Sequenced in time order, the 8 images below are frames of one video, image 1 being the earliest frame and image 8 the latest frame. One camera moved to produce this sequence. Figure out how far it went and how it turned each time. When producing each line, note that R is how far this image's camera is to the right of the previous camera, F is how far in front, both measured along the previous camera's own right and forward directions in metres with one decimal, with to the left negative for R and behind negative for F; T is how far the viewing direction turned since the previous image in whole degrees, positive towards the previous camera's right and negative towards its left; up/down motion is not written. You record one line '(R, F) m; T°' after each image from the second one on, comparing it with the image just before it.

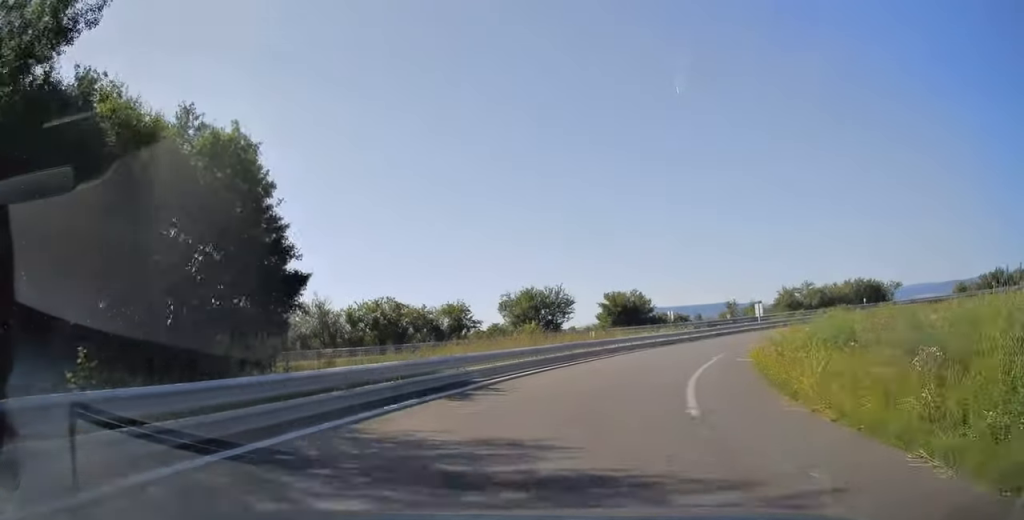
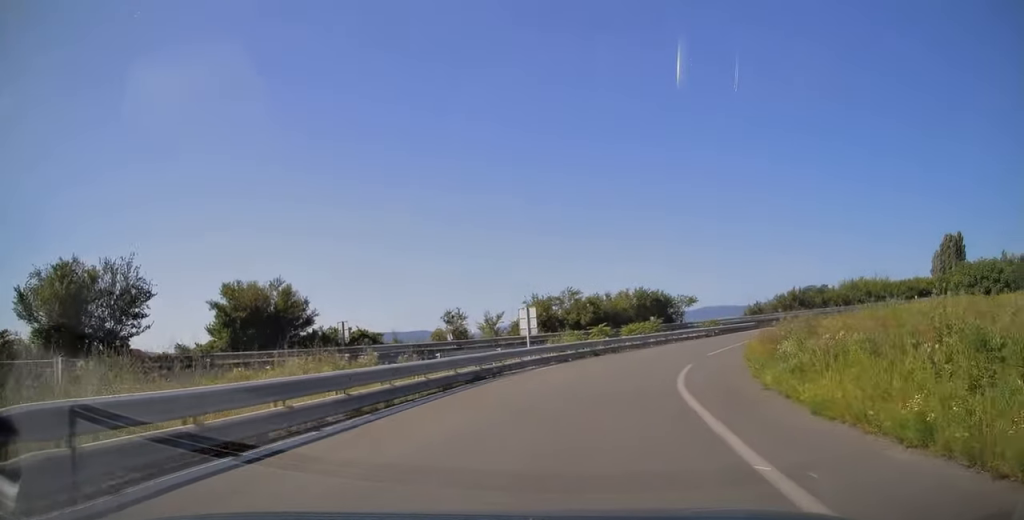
(+7.0, +31.0) m; +26°
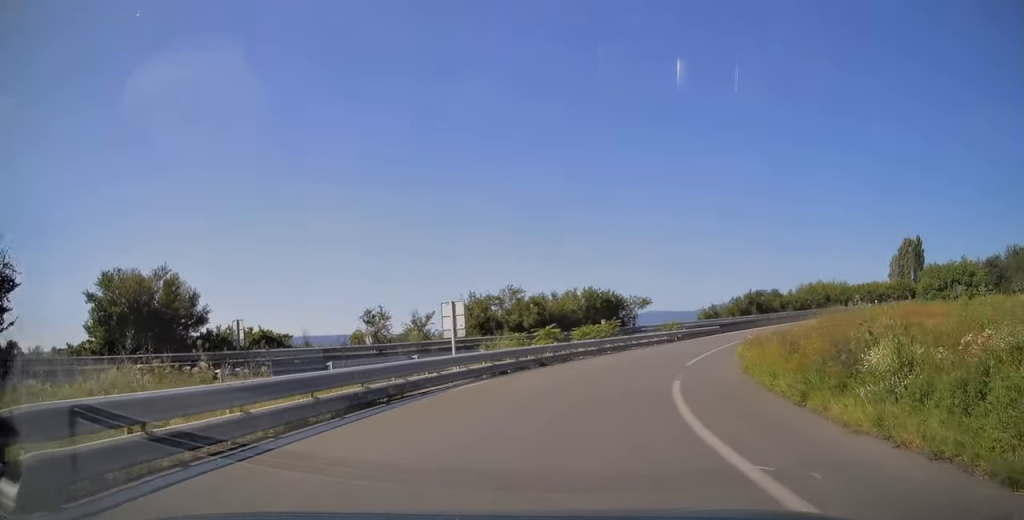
(+0.2, +6.5) m; +5°
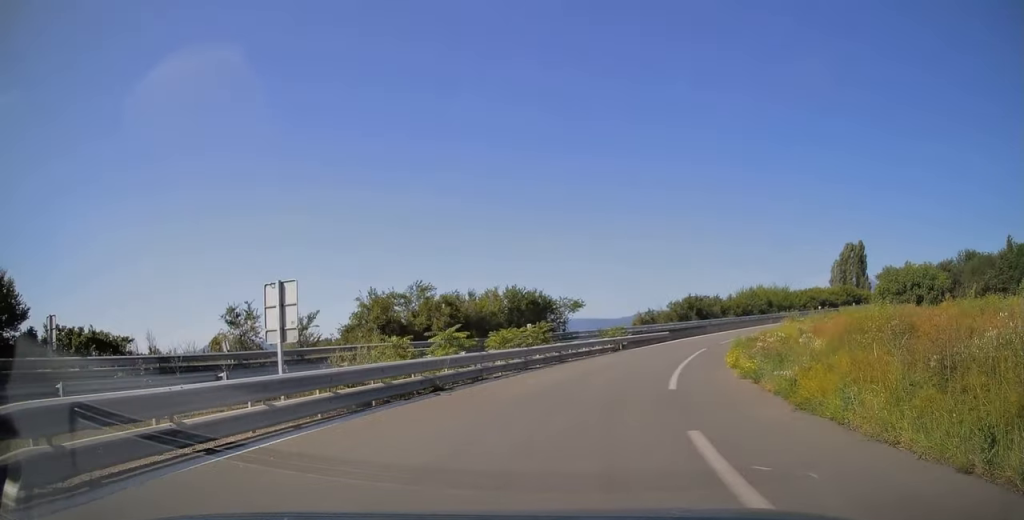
(+0.7, +8.7) m; +7°
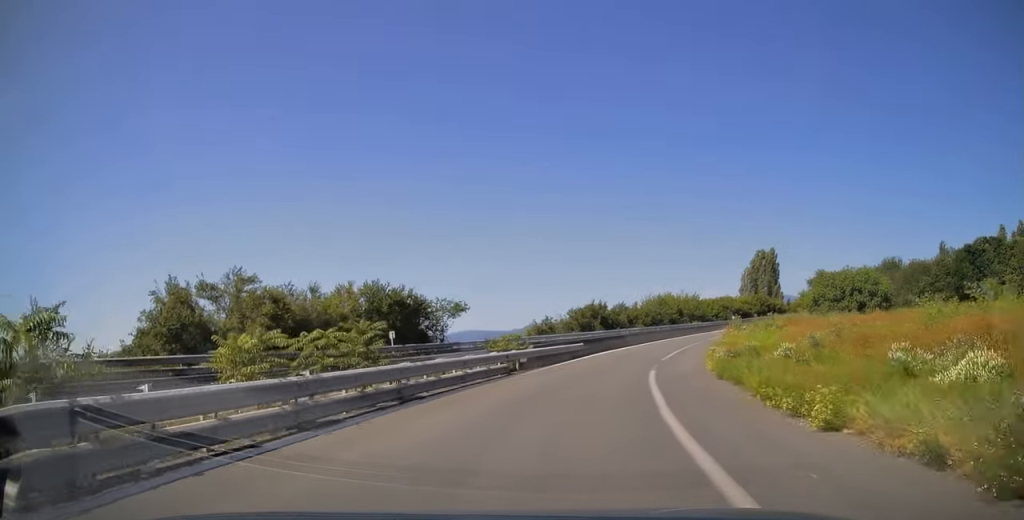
(+1.2, +12.7) m; +11°
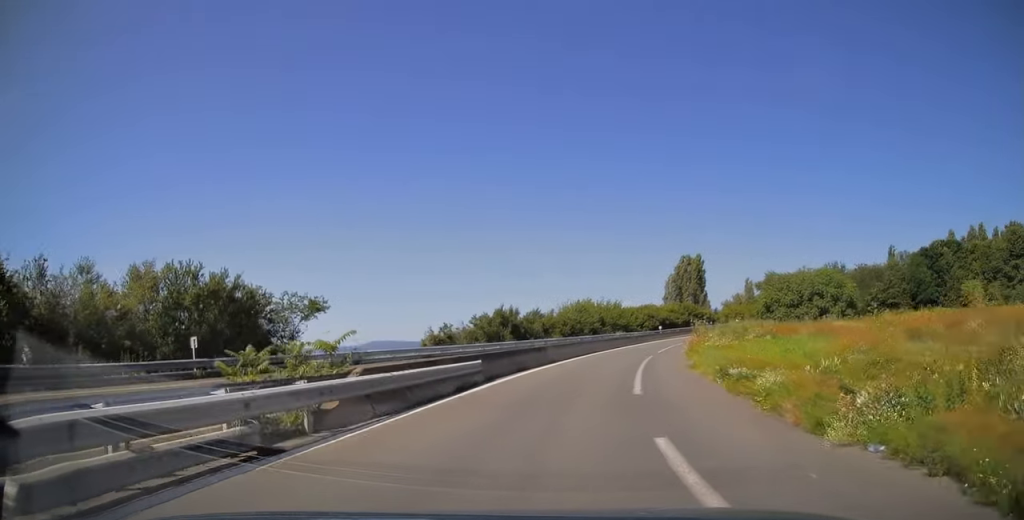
(+1.3, +13.2) m; +10°
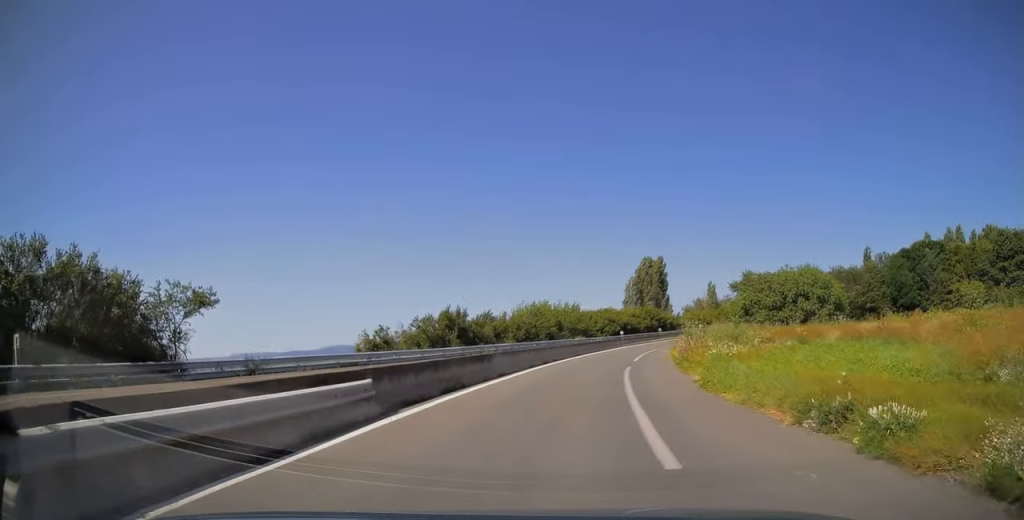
(+0.2, +7.6) m; +6°
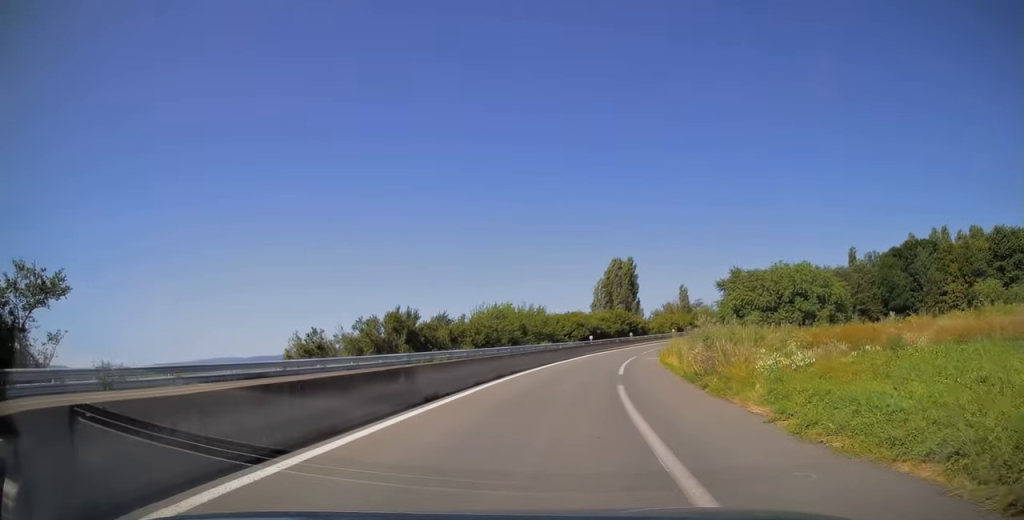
(+0.6, +7.7) m; +4°
